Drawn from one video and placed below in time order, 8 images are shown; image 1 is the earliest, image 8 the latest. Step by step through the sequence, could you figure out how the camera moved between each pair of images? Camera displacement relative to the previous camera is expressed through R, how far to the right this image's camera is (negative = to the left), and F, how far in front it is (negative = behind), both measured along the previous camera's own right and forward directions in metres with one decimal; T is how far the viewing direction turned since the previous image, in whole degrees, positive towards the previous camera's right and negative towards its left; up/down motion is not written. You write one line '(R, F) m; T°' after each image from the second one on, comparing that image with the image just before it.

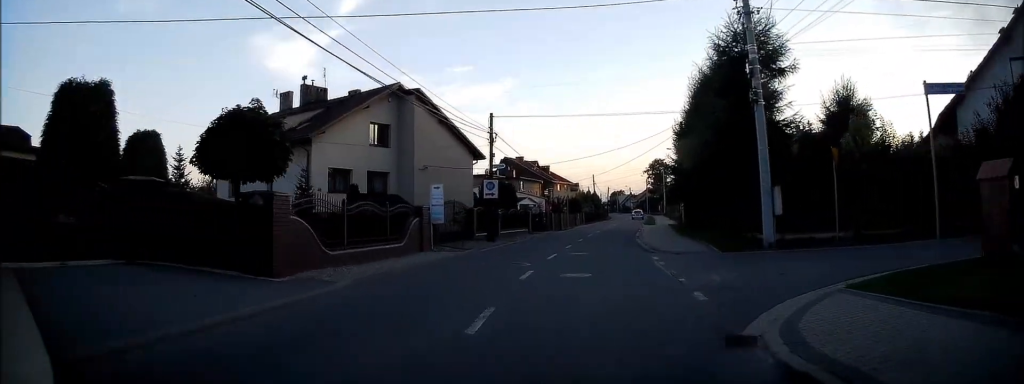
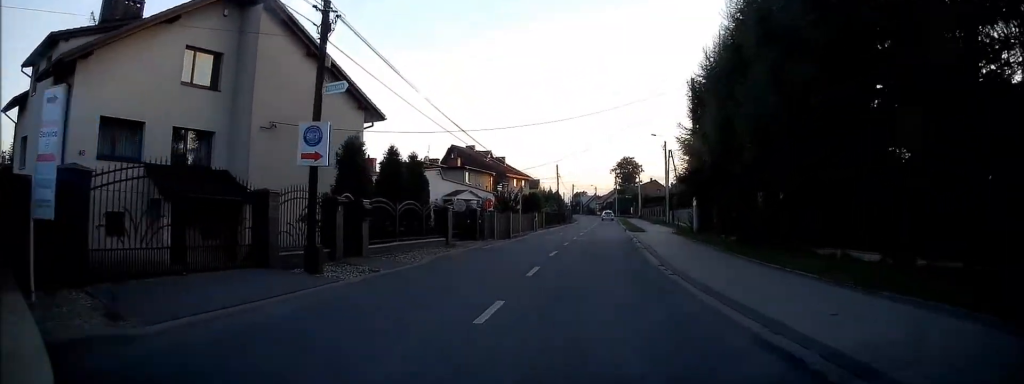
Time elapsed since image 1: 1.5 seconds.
(+0.5, +16.8) m; +3°
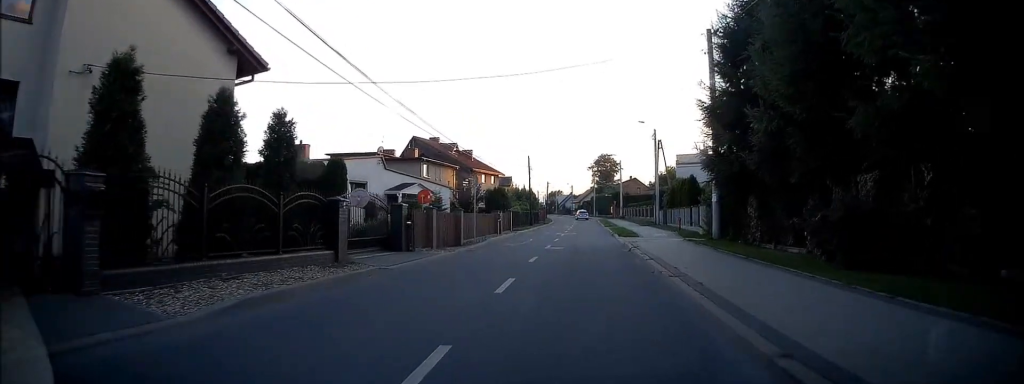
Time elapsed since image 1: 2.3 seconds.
(+0.1, +9.1) m; +2°
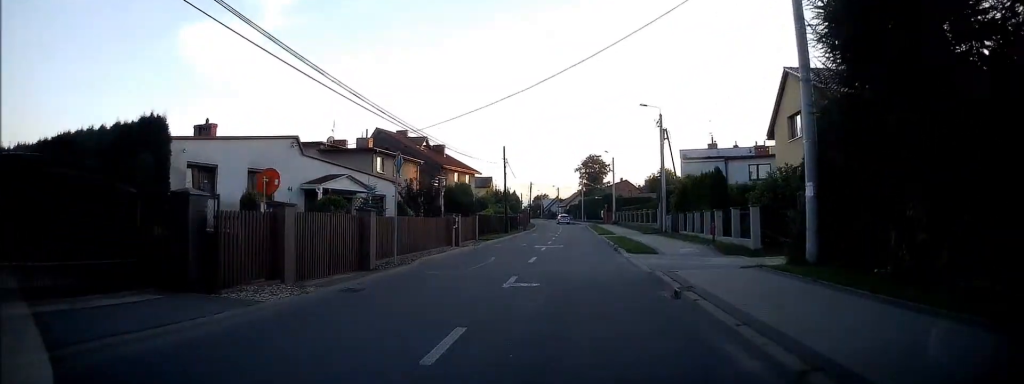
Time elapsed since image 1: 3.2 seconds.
(+0.2, +10.5) m; +2°
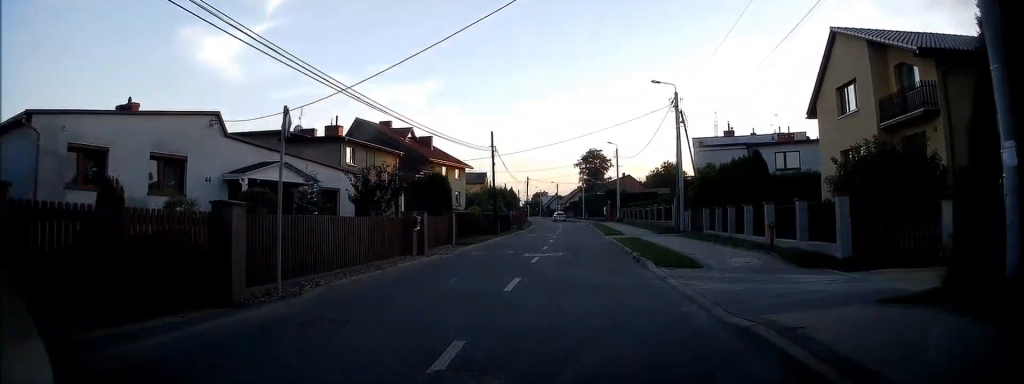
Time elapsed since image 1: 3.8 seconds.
(+0.2, +6.7) m; +1°
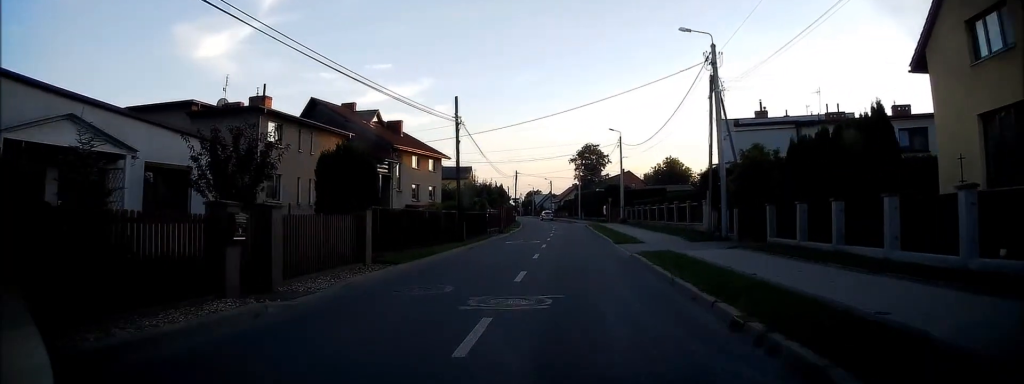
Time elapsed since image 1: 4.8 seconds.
(-0.1, +10.7) m; 0°
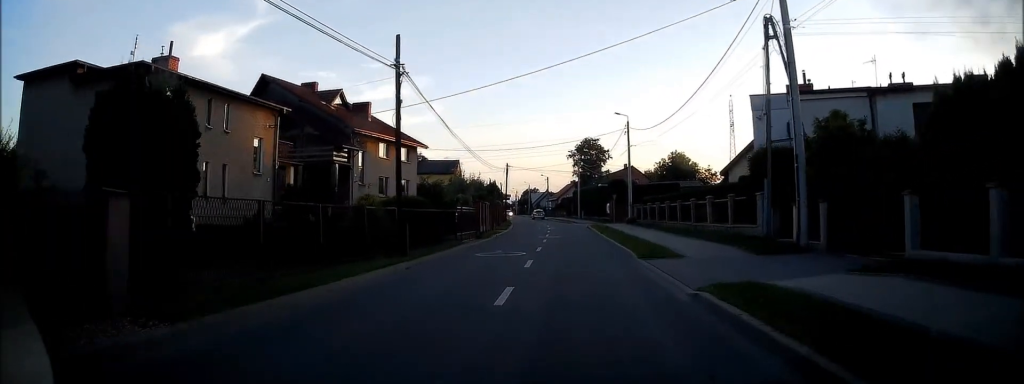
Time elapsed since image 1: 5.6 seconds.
(0.0, +9.1) m; 0°
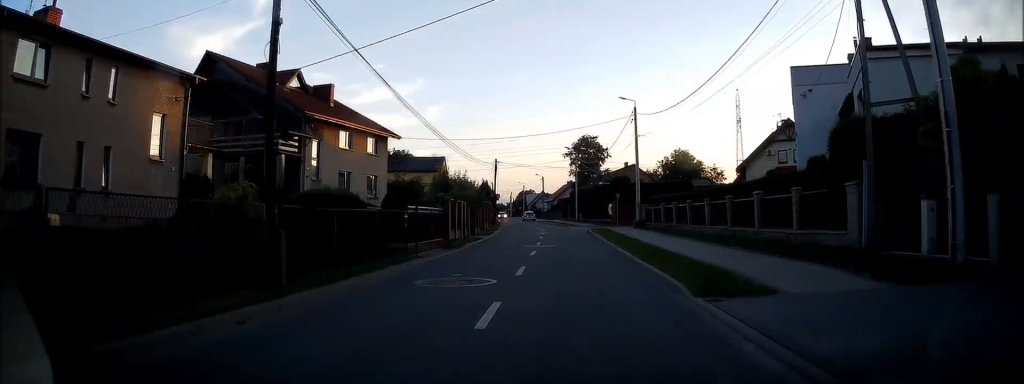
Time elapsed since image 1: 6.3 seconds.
(0.0, +7.6) m; 0°
